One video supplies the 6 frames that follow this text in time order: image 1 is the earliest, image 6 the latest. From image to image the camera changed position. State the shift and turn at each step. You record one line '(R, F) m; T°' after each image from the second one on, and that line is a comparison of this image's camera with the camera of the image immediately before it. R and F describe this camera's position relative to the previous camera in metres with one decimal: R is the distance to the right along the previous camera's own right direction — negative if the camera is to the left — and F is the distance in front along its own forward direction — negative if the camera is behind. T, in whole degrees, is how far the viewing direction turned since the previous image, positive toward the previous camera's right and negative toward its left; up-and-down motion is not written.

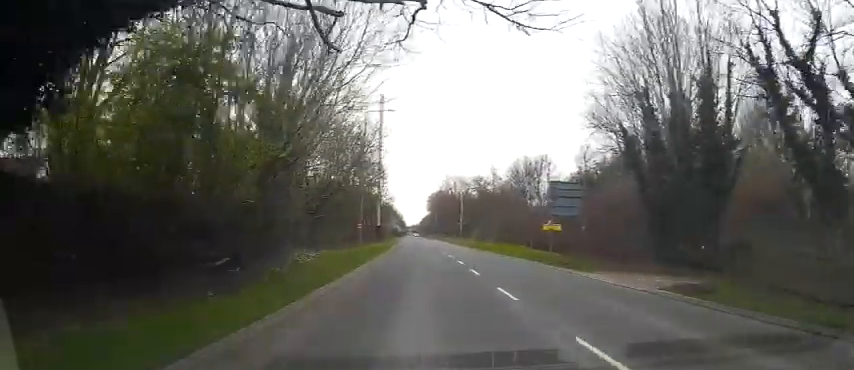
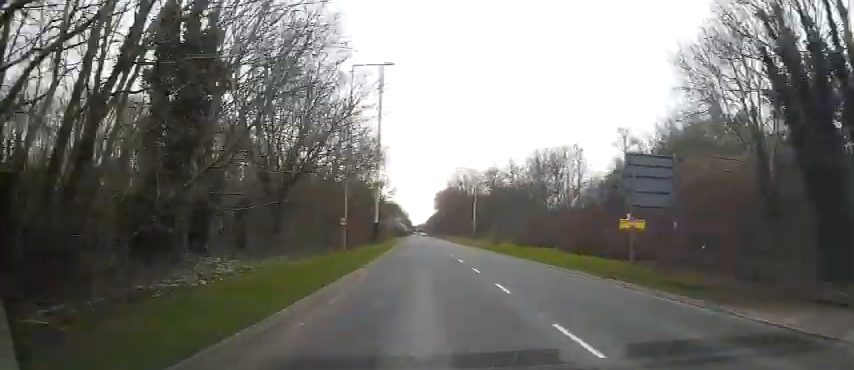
(-0.7, +10.7) m; -4°
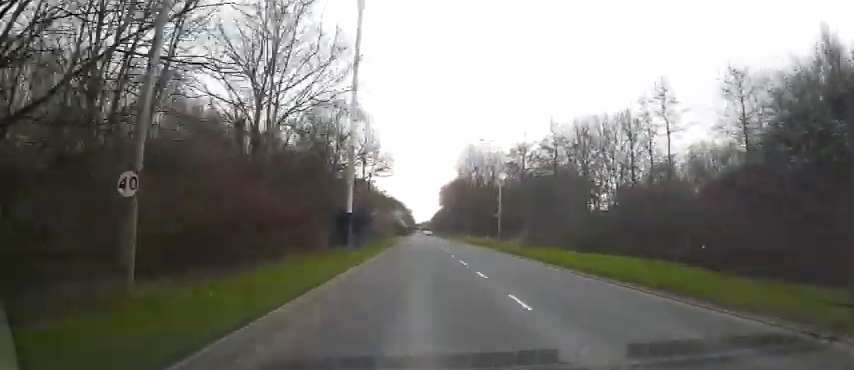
(-0.5, +20.6) m; -2°
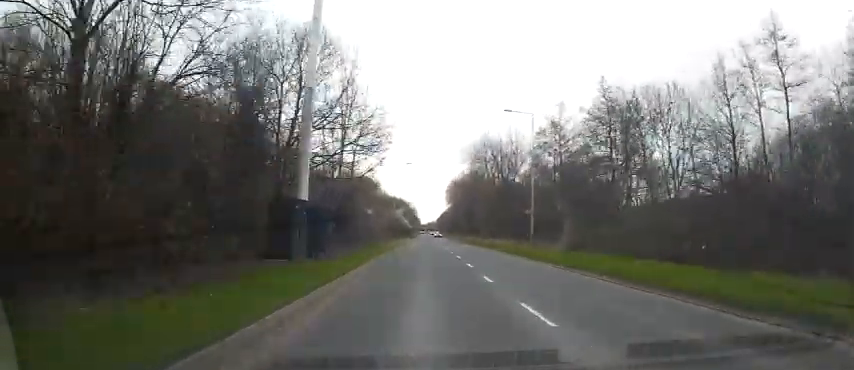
(-0.1, +12.6) m; -1°
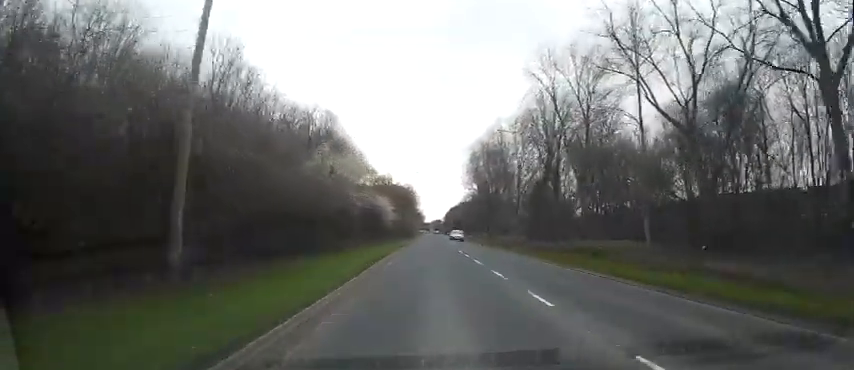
(-1.8, +63.7) m; -2°
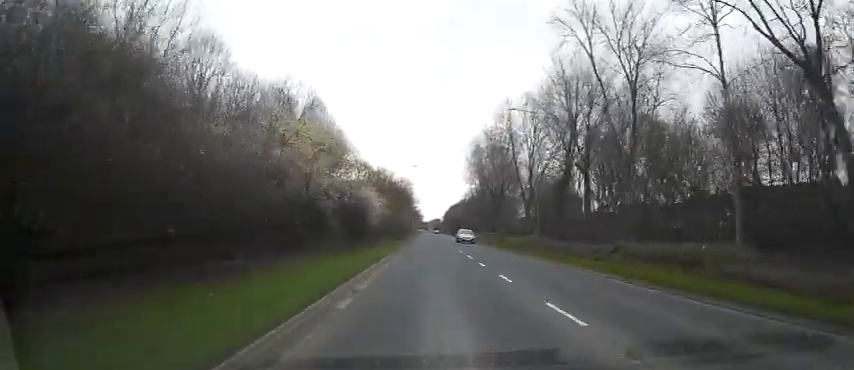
(+0.1, +7.7) m; 0°
